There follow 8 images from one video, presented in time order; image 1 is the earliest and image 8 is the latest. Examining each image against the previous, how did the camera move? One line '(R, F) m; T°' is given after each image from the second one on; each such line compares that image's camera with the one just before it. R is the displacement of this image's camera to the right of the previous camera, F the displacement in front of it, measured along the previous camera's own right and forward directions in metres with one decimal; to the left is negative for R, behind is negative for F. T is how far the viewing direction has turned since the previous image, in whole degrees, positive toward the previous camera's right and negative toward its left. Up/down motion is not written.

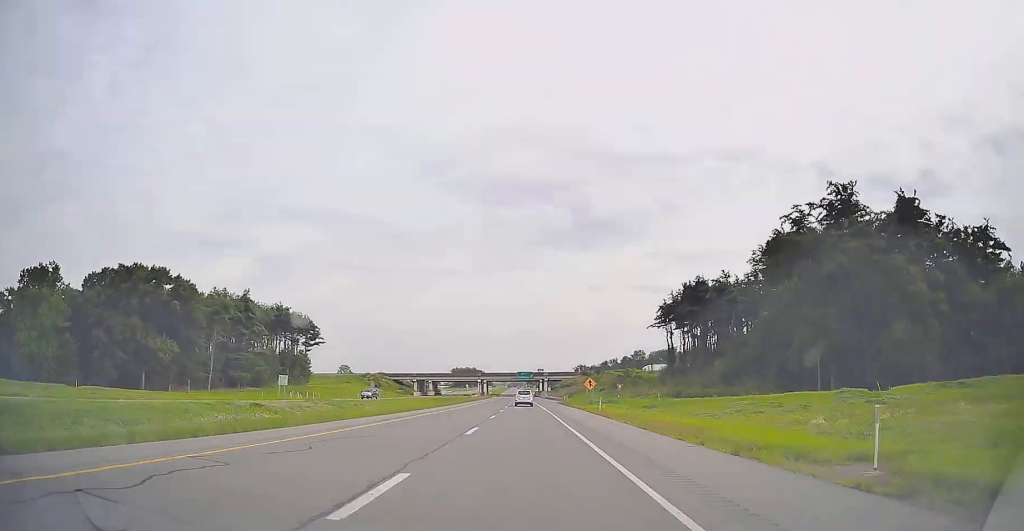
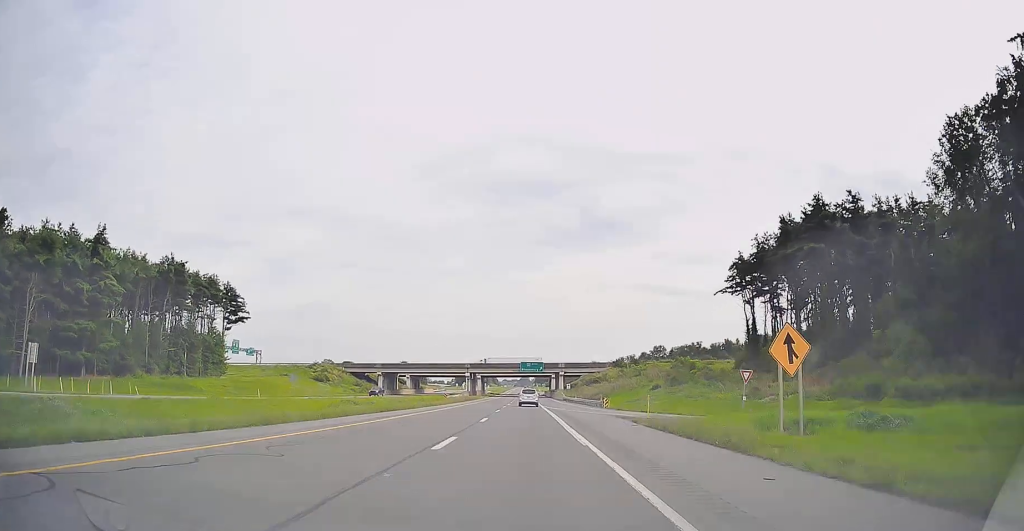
(-0.6, +50.6) m; 0°
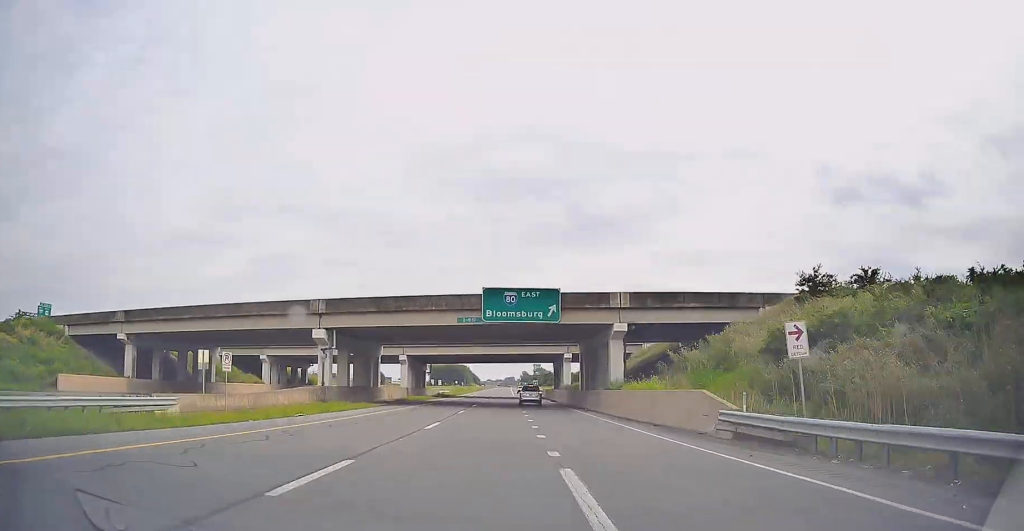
(+0.4, +87.9) m; 0°
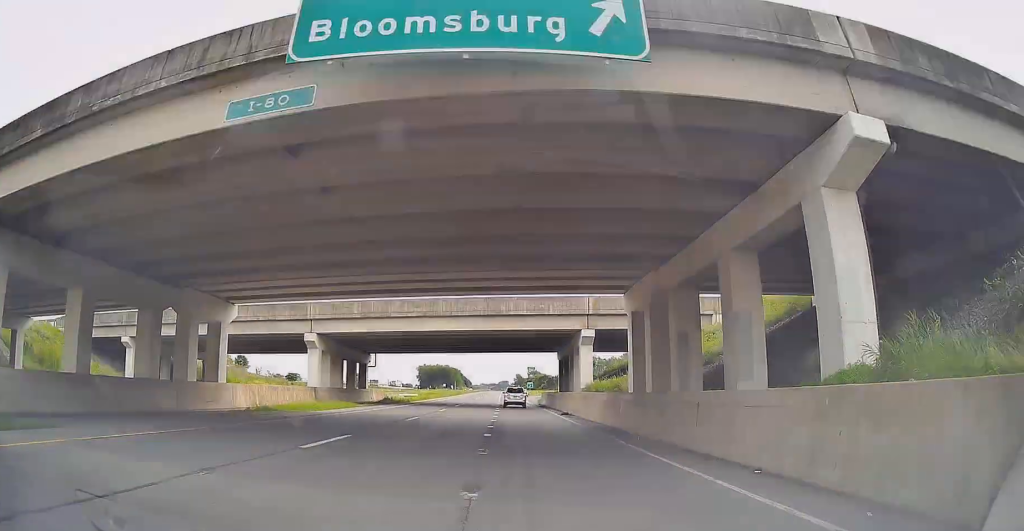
(0.0, +29.8) m; 0°
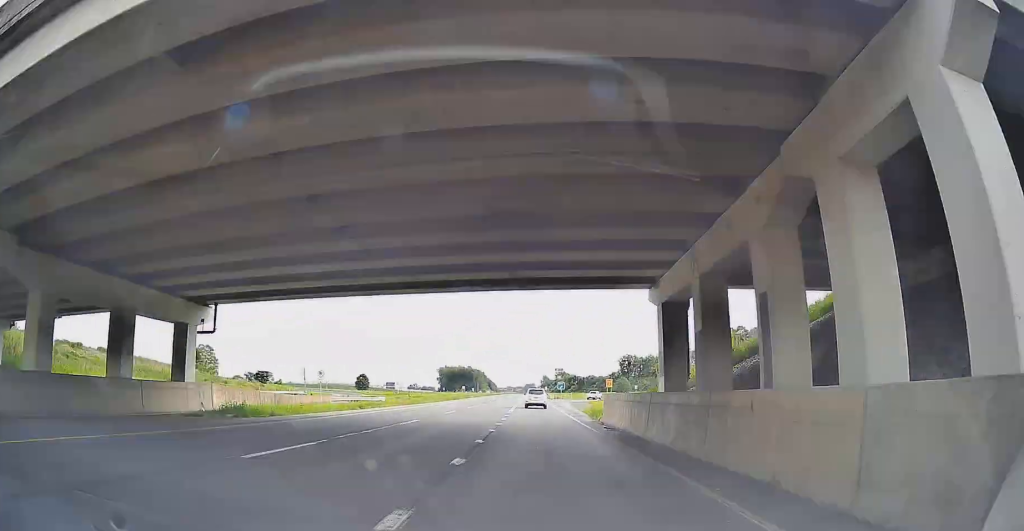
(0.0, +39.3) m; +1°
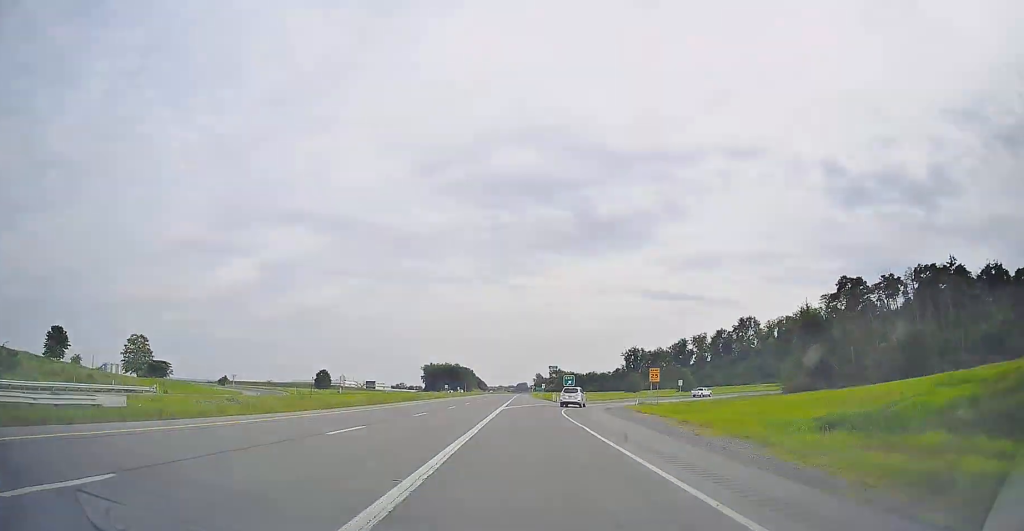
(-1.0, +43.3) m; +4°
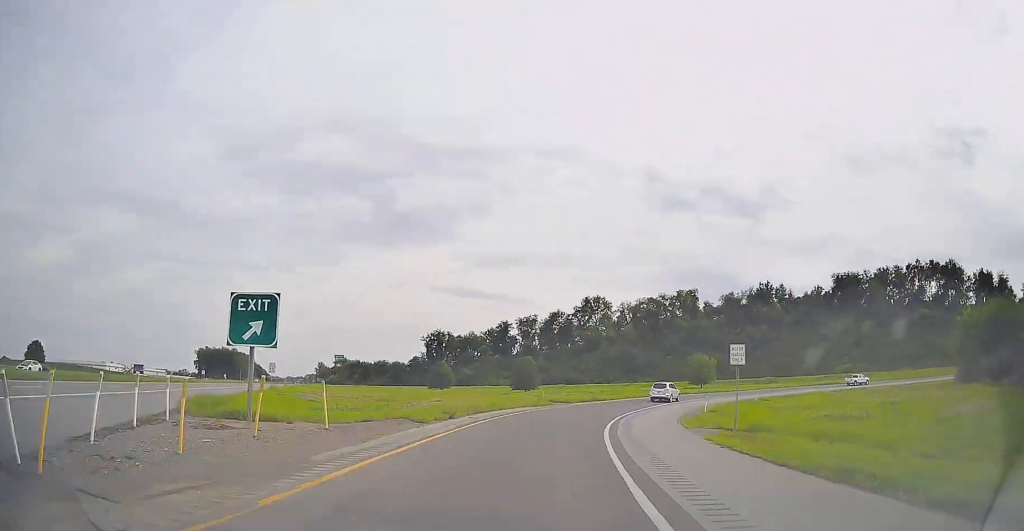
(+11.4, +62.8) m; +27°
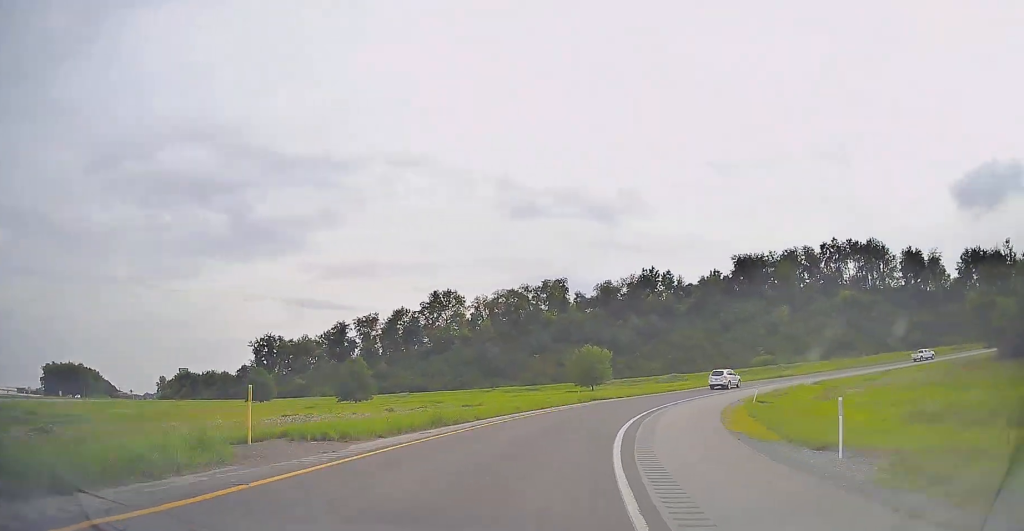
(+3.6, +29.3) m; +21°
